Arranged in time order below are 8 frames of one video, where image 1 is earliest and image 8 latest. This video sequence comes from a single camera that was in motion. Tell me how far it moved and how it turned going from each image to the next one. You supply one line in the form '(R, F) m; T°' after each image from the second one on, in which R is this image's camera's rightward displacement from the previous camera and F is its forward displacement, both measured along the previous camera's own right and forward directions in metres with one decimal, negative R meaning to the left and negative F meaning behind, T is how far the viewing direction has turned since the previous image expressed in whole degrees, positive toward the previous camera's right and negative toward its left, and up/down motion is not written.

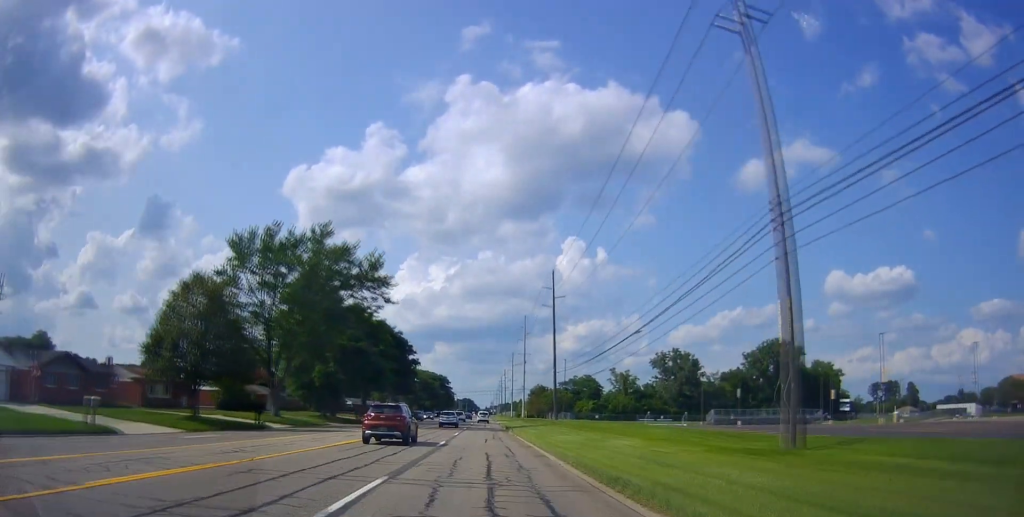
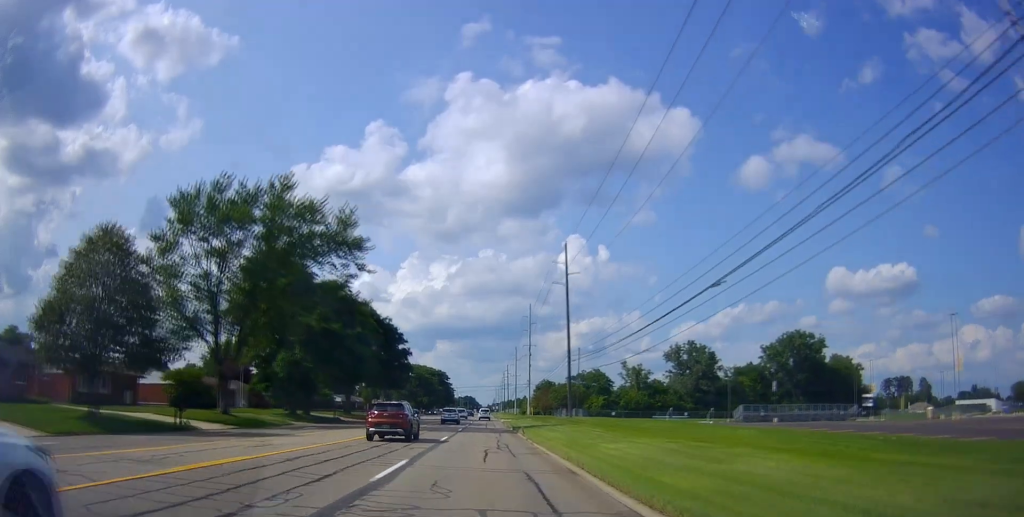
(+0.2, +13.0) m; +1°
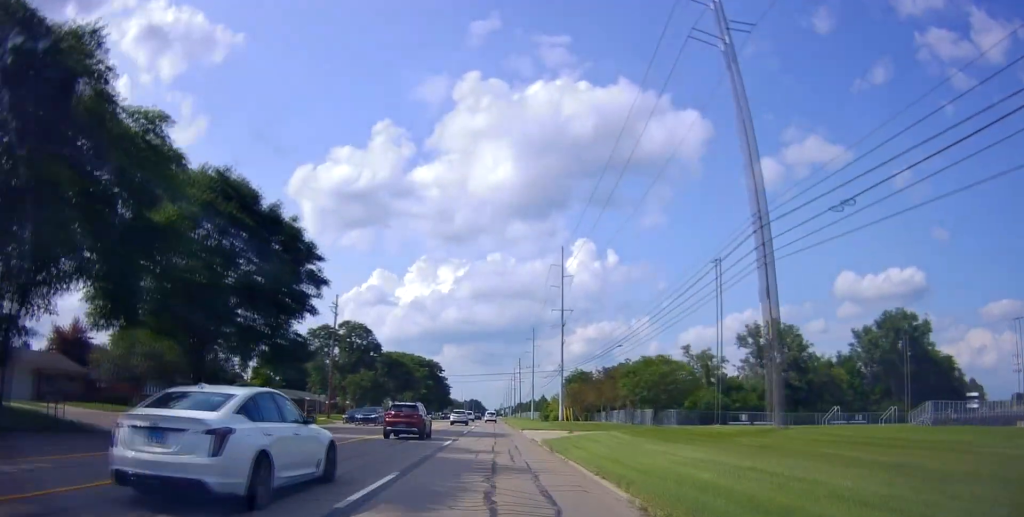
(-0.8, +49.2) m; -2°
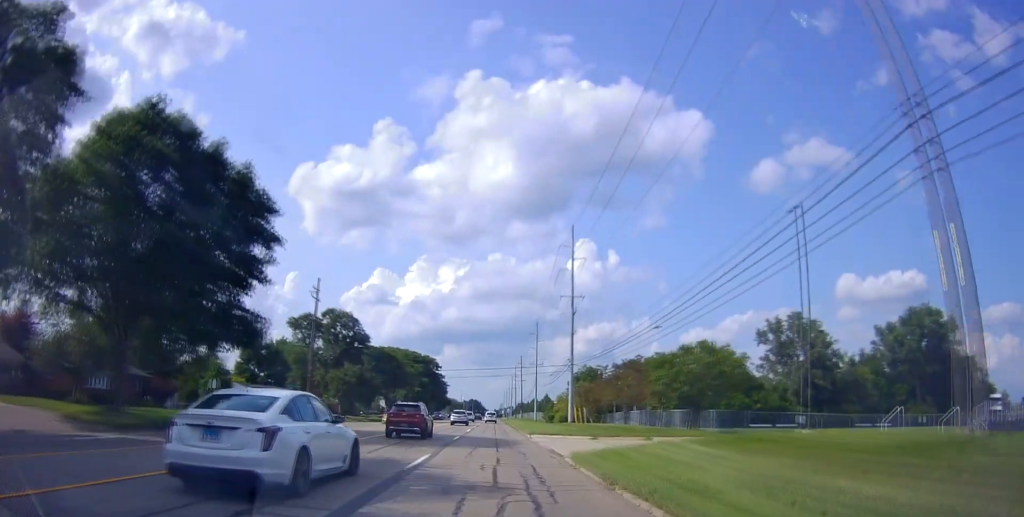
(-0.1, +9.8) m; 0°
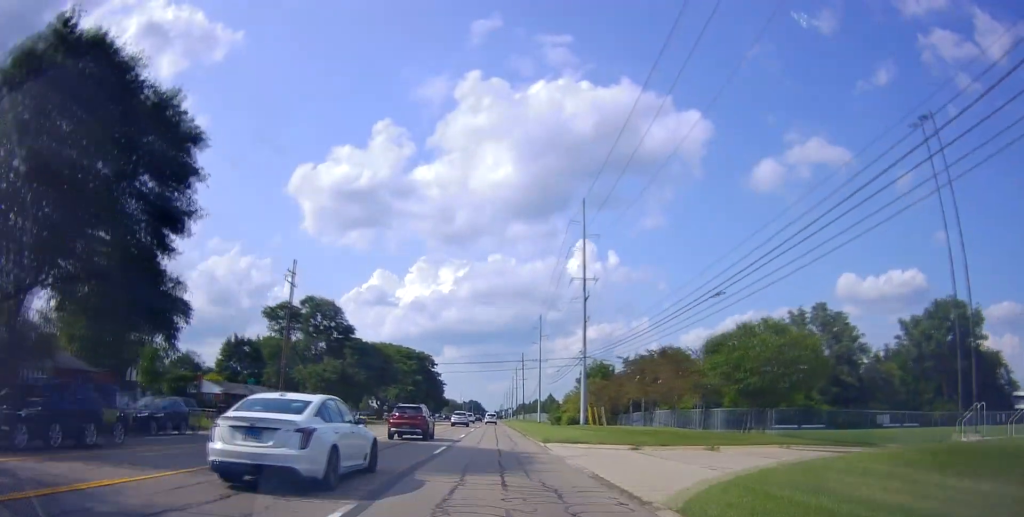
(+0.1, +9.9) m; +1°
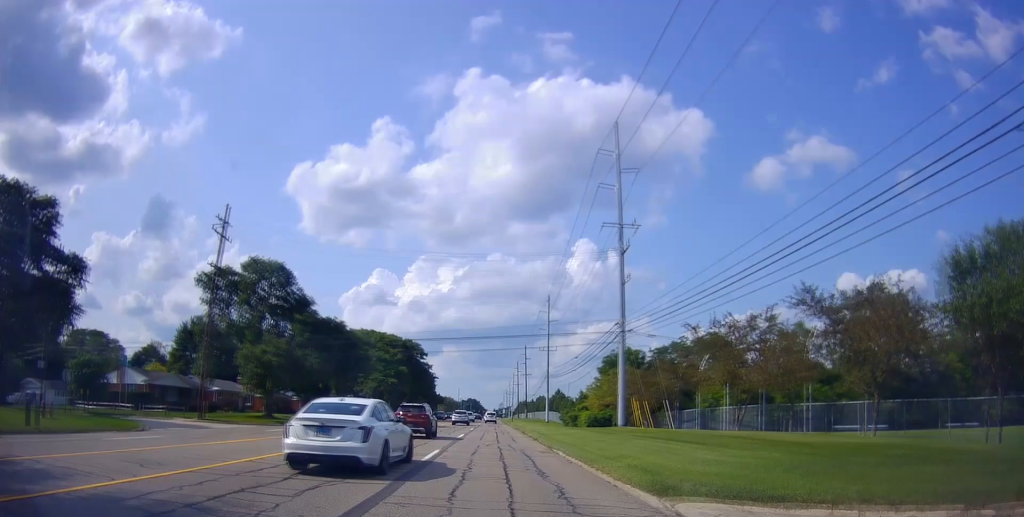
(+0.4, +18.8) m; 0°
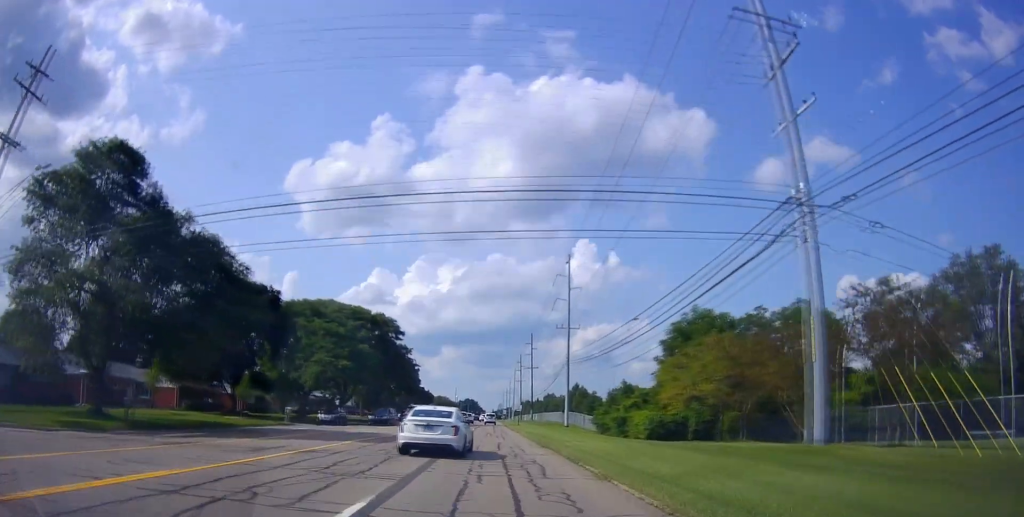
(-0.6, +28.2) m; 0°
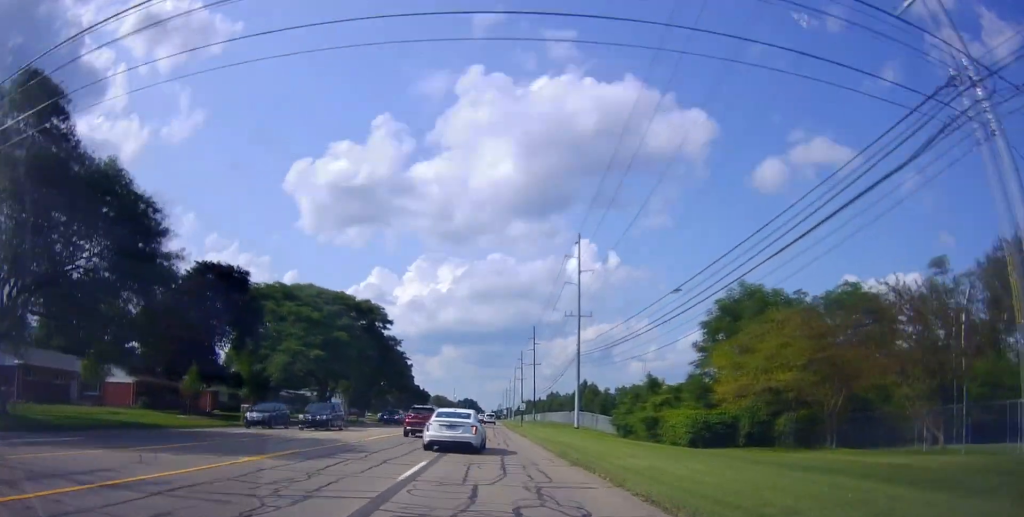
(+0.4, +9.4) m; 0°
